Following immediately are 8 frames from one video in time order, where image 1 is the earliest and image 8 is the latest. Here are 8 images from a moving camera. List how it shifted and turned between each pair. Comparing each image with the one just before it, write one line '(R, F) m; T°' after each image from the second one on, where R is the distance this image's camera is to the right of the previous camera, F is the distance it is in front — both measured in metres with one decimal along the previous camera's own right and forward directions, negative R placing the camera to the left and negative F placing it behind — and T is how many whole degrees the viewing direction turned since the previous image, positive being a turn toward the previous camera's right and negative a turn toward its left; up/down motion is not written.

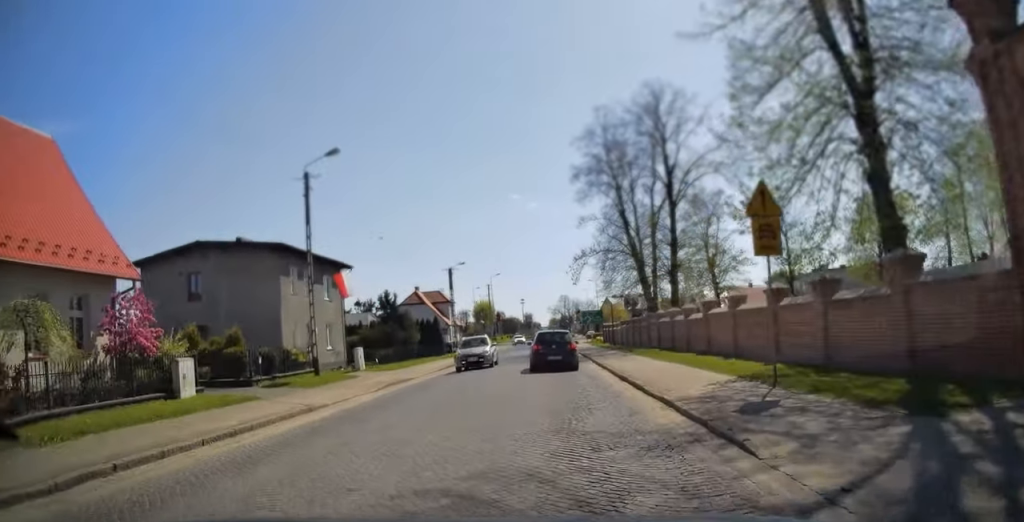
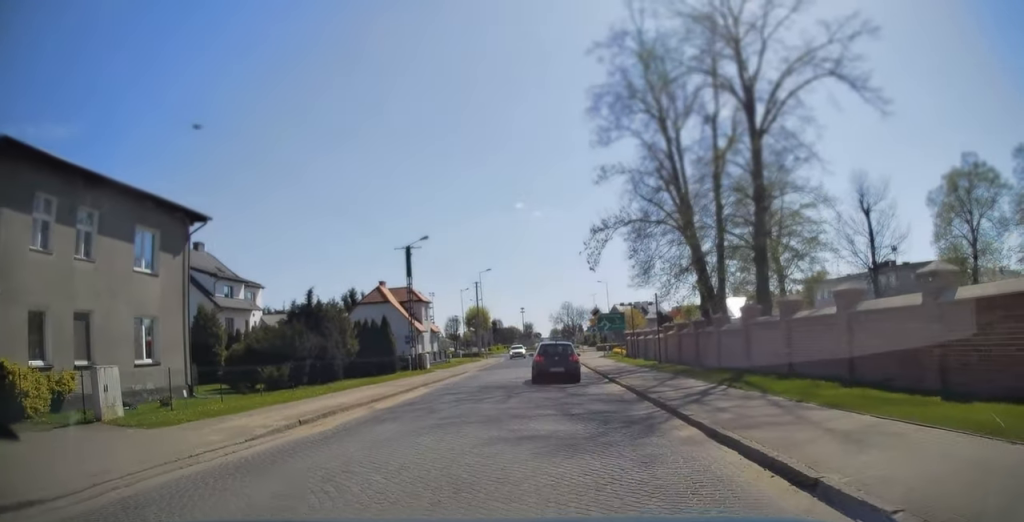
(+0.1, +19.0) m; +1°
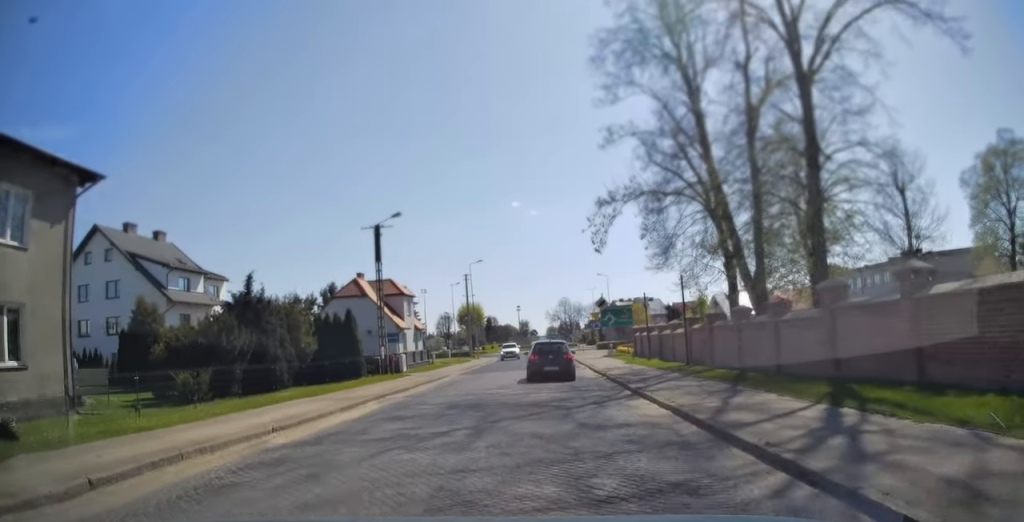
(0.0, +6.6) m; 0°
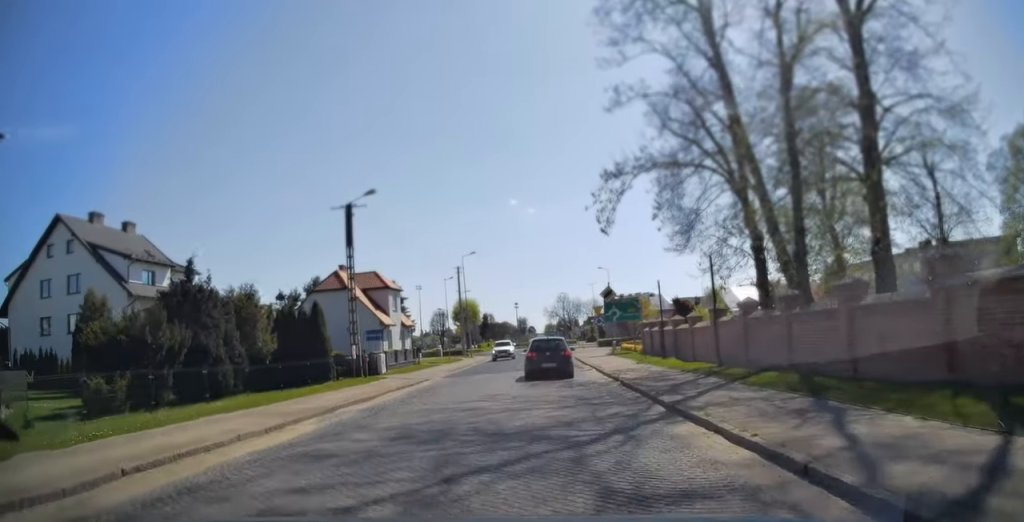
(0.0, +4.6) m; 0°
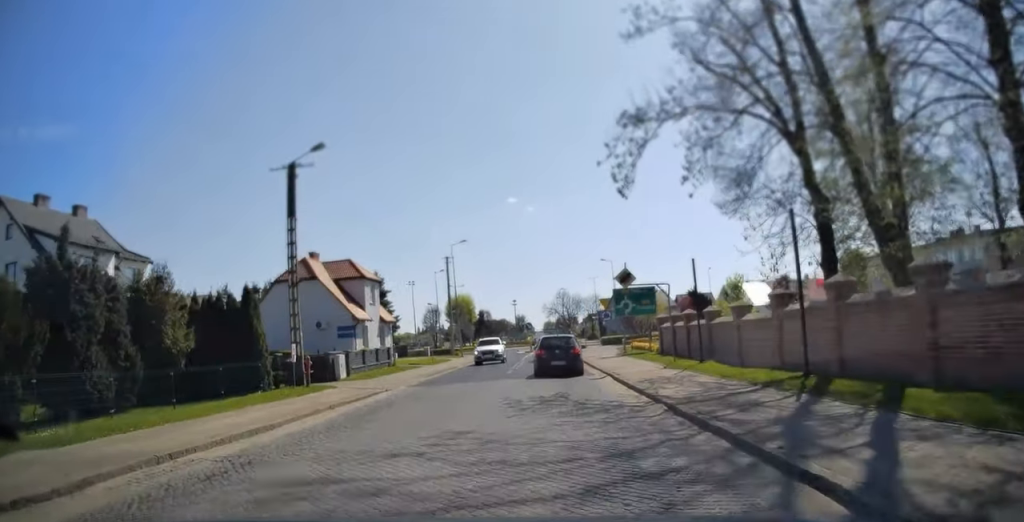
(0.0, +6.8) m; +1°
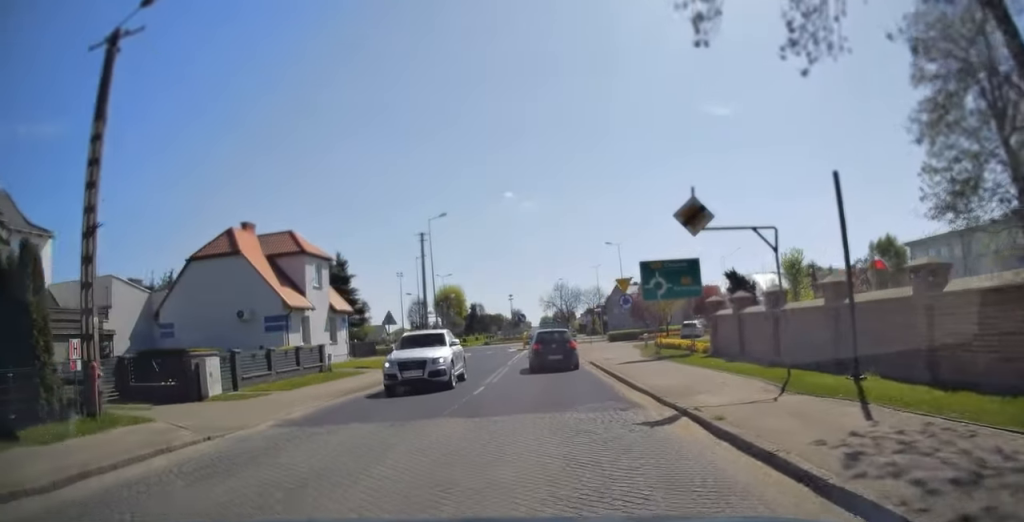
(+0.1, +10.9) m; 0°
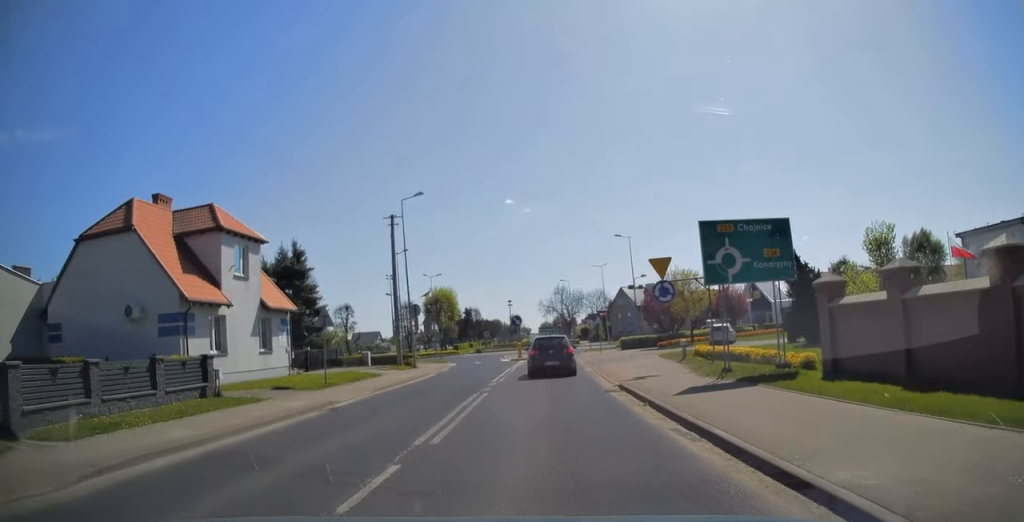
(-0.1, +9.7) m; 0°
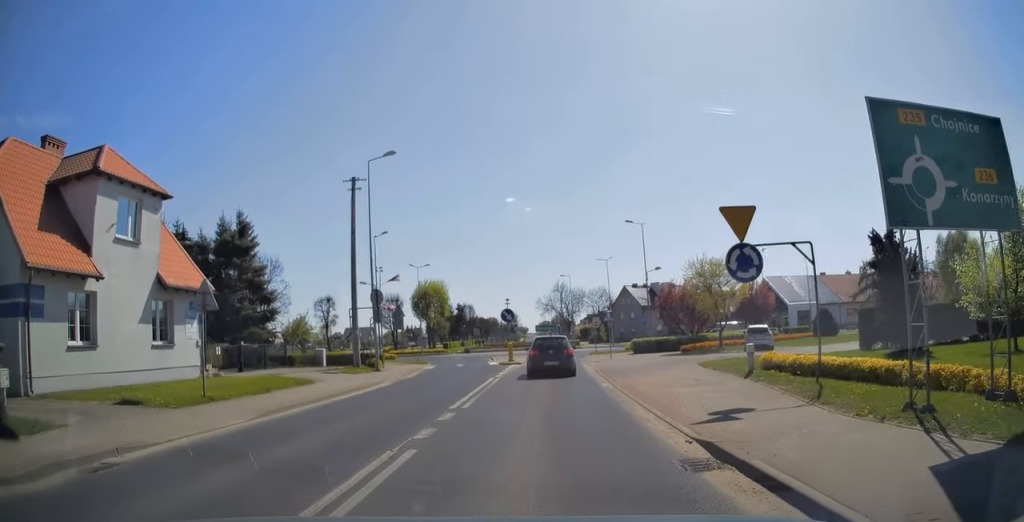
(+0.1, +8.4) m; +1°
